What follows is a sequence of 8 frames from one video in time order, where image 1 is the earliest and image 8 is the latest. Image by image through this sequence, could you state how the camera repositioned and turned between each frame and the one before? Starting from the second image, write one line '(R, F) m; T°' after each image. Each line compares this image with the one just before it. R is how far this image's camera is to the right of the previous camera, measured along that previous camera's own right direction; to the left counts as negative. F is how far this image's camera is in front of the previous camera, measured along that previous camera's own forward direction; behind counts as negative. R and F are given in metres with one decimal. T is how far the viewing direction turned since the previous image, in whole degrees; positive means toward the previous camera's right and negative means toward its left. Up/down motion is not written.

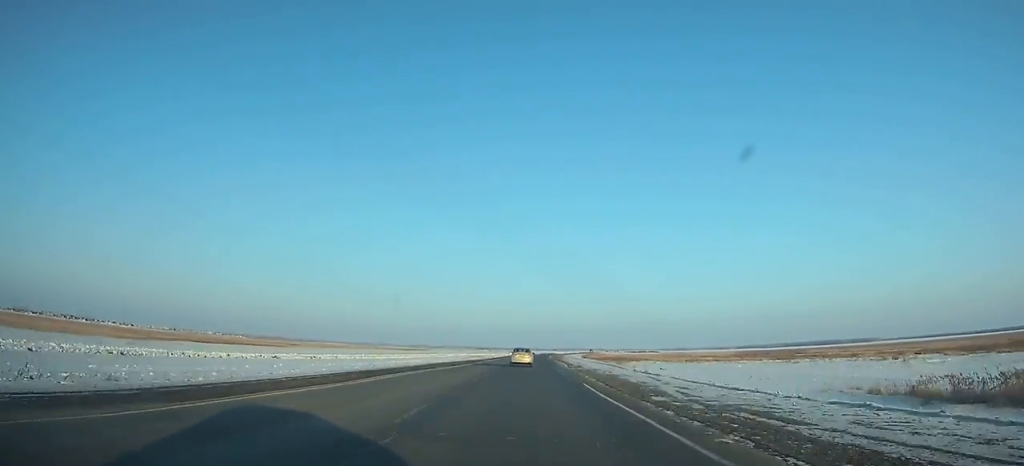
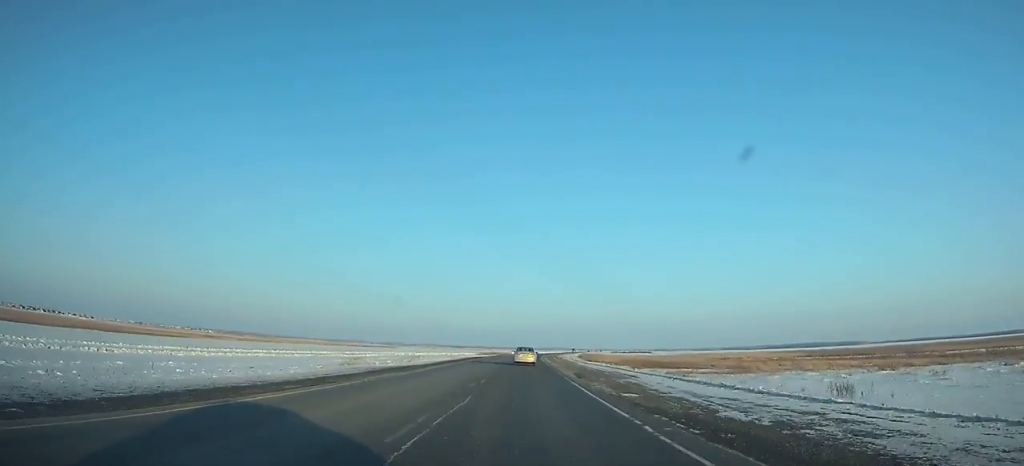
(+1.4, +87.8) m; +2°
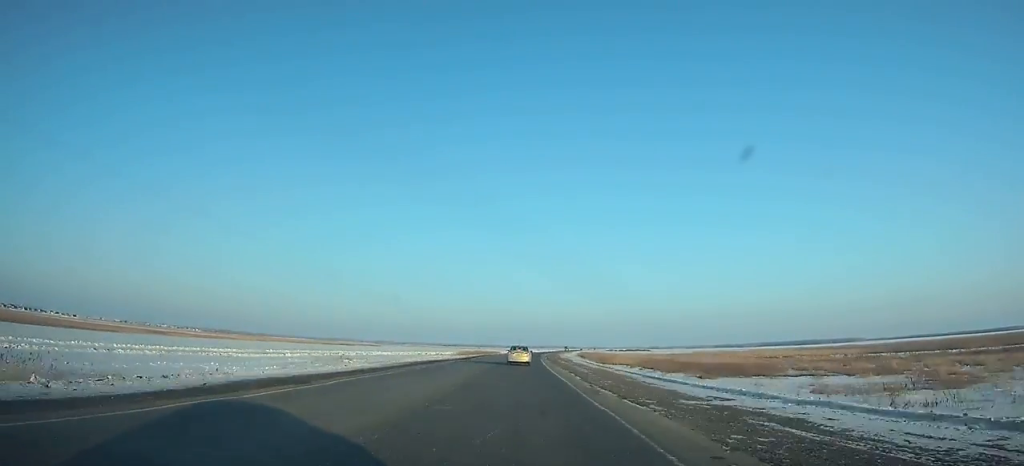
(+0.3, +40.8) m; +1°
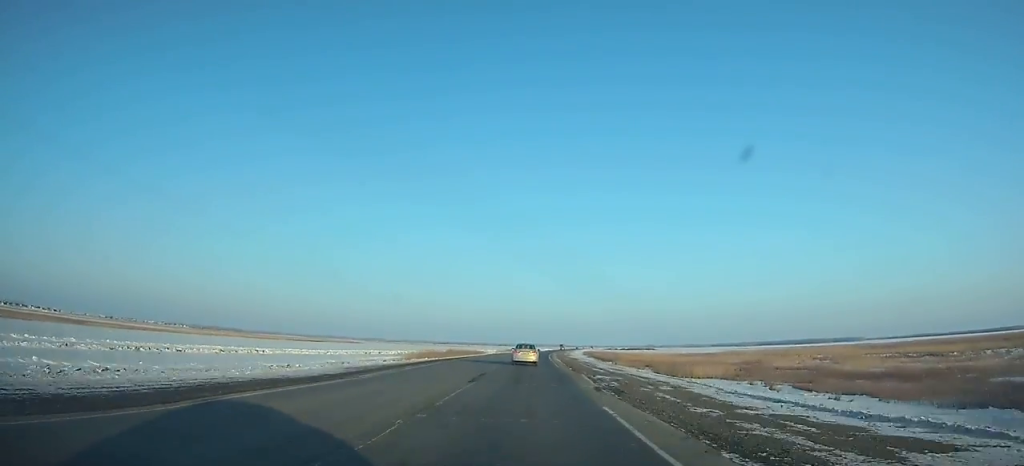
(+0.3, +56.8) m; +1°
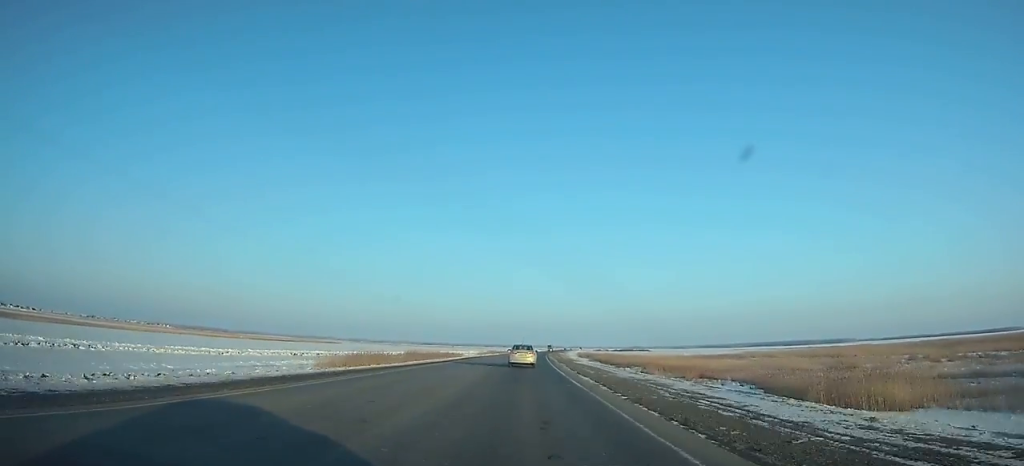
(+0.5, +34.7) m; +1°
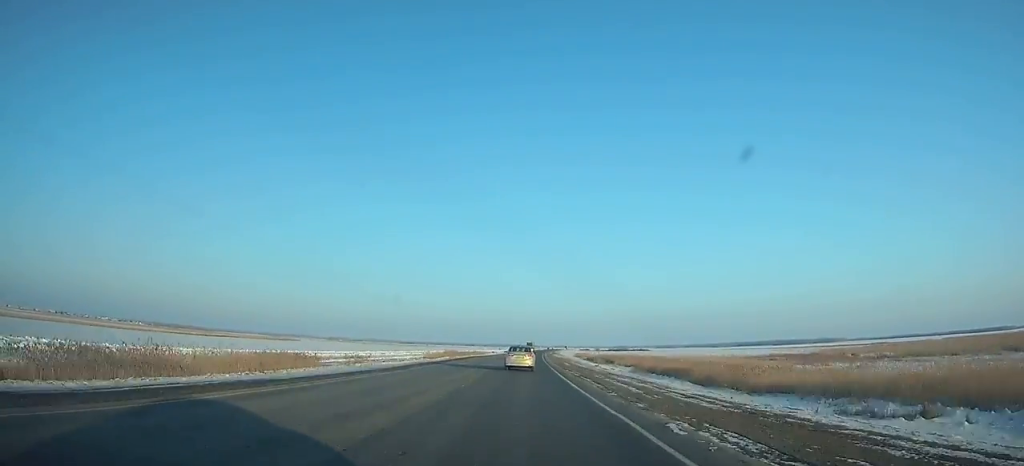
(+1.2, +77.9) m; +2°
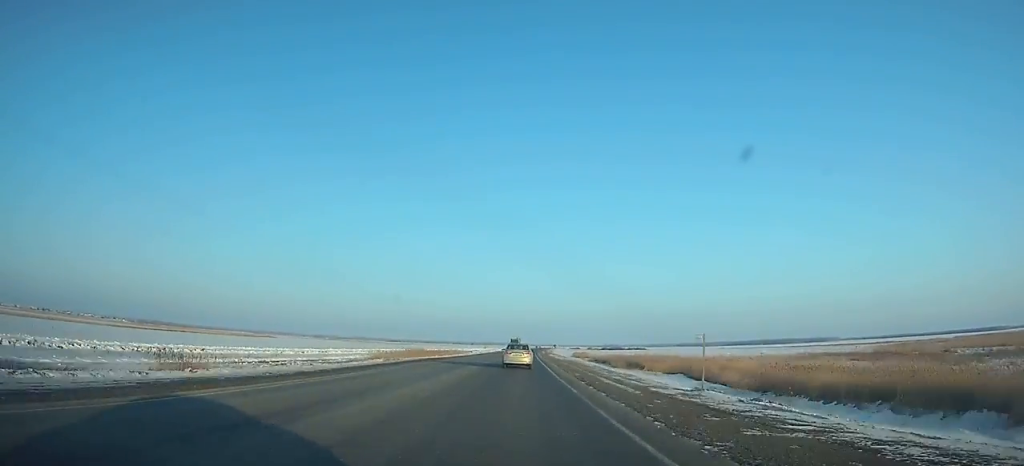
(+0.3, +36.4) m; +1°
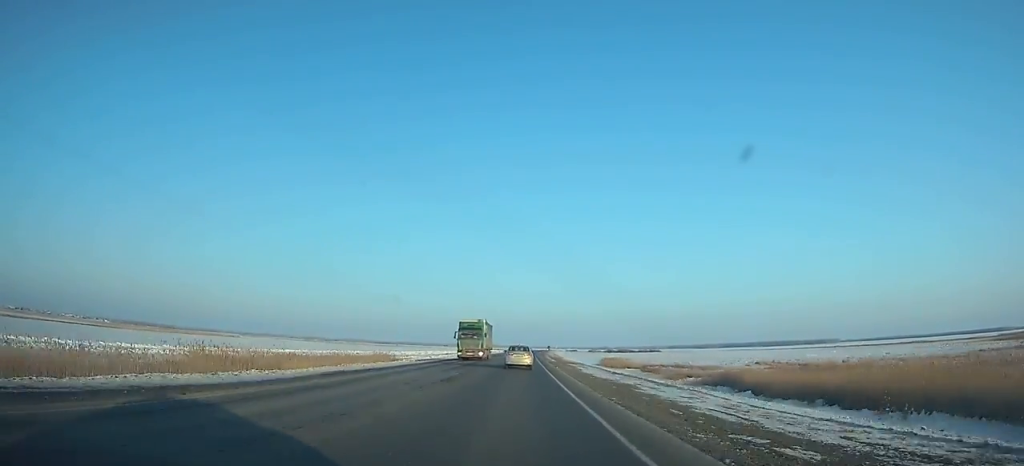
(+0.8, +75.1) m; +1°
